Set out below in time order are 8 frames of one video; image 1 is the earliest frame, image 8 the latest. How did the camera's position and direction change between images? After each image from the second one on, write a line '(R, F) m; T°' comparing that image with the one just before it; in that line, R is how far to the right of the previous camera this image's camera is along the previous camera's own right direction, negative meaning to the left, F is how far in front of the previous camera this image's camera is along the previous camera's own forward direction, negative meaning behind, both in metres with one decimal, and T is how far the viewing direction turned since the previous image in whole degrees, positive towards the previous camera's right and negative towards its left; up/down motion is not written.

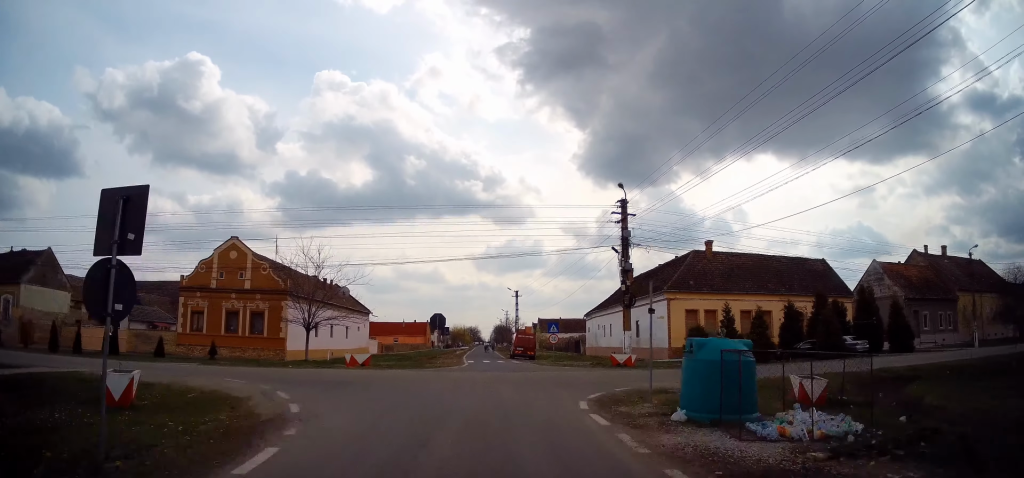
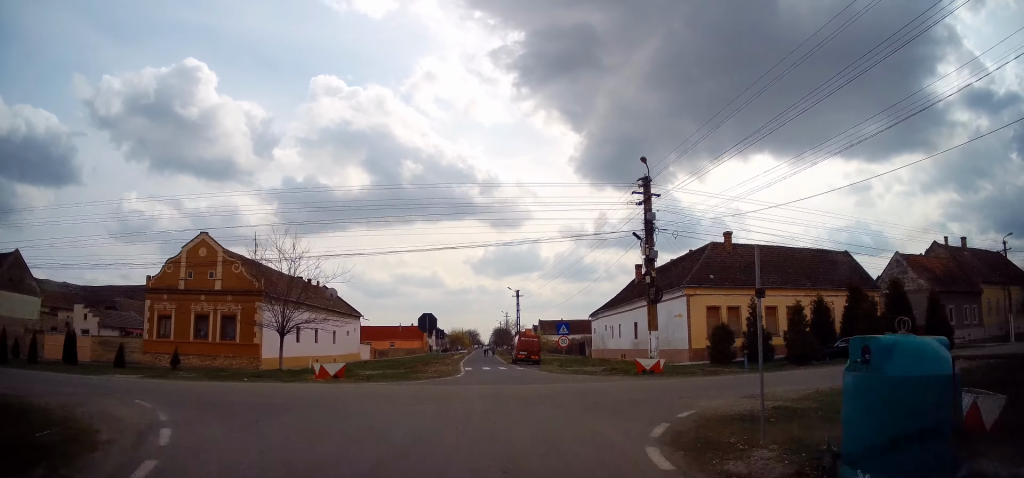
(+0.2, +4.7) m; +1°
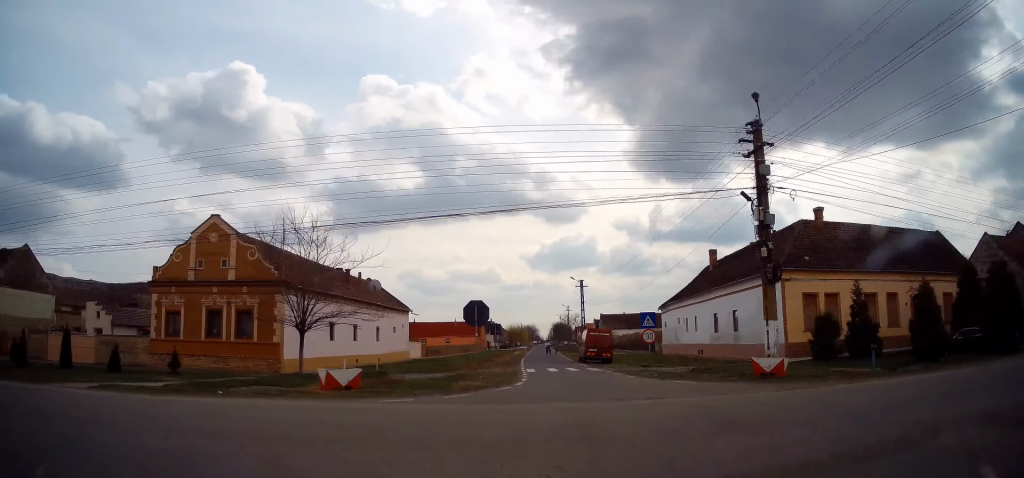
(-0.1, +7.6) m; -13°
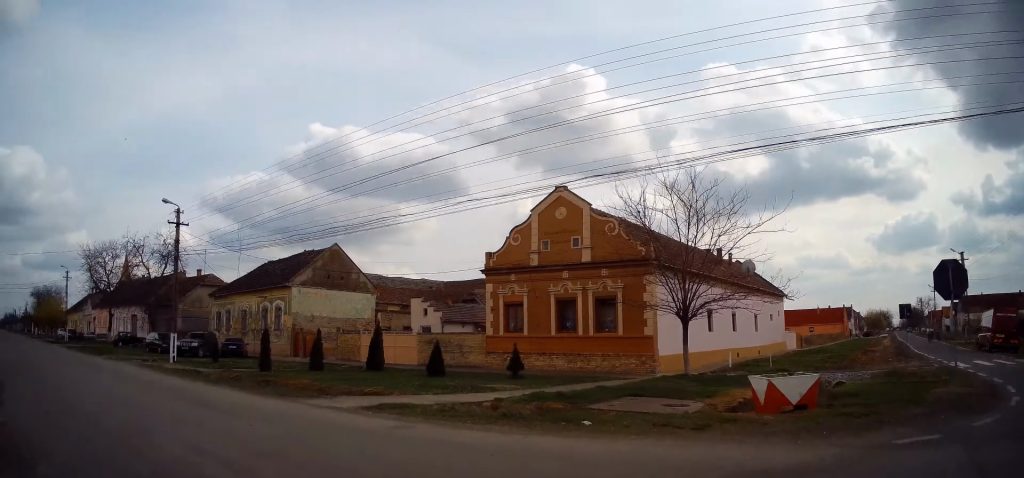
(-2.4, +6.7) m; -37°
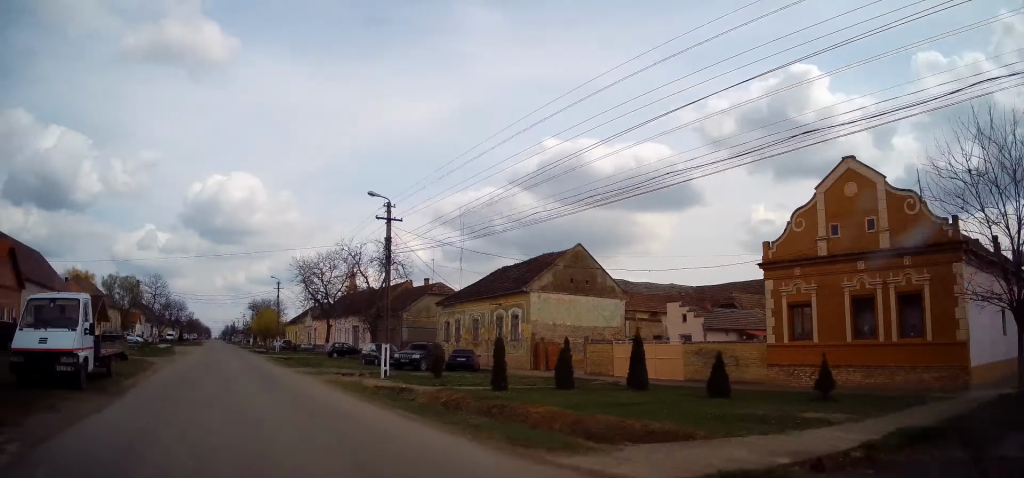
(-0.9, +4.3) m; -23°
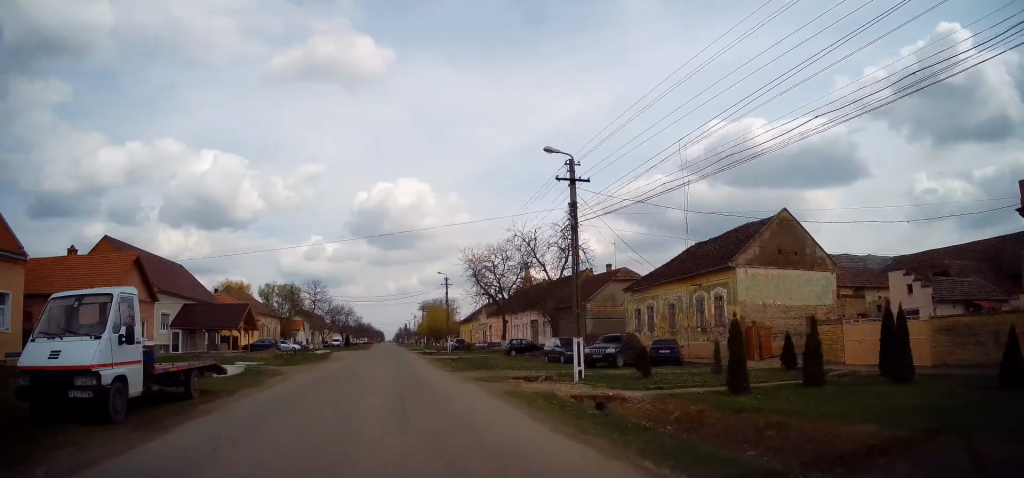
(-0.7, +4.3) m; -14°
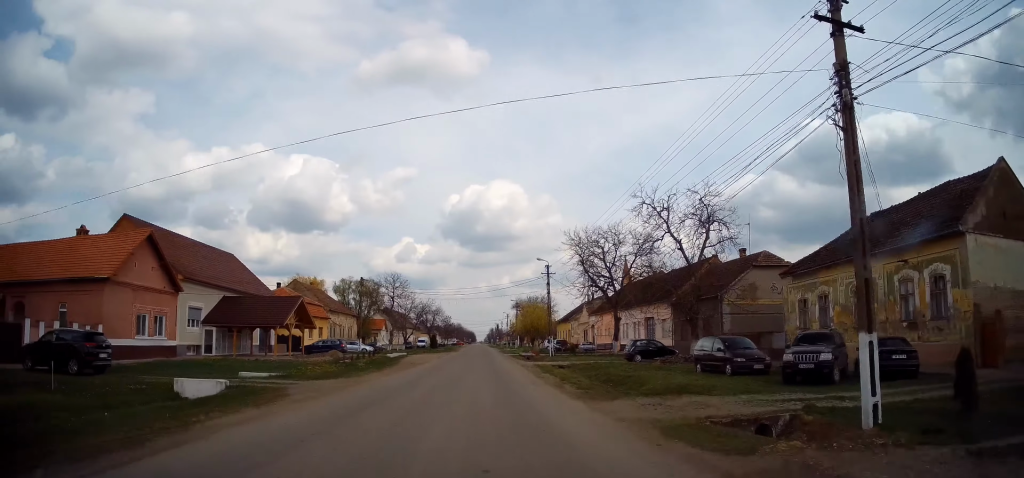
(-1.0, +9.3) m; -9°
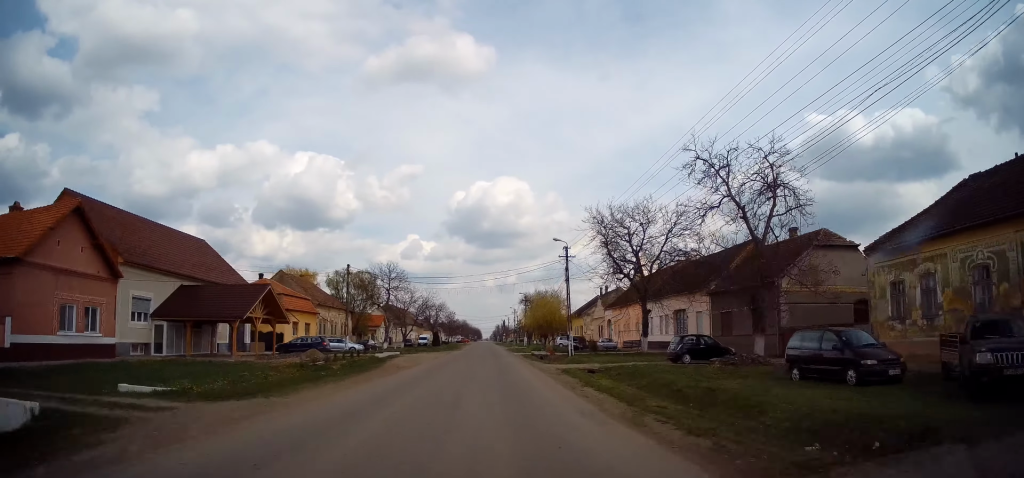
(-0.3, +7.6) m; -3°
